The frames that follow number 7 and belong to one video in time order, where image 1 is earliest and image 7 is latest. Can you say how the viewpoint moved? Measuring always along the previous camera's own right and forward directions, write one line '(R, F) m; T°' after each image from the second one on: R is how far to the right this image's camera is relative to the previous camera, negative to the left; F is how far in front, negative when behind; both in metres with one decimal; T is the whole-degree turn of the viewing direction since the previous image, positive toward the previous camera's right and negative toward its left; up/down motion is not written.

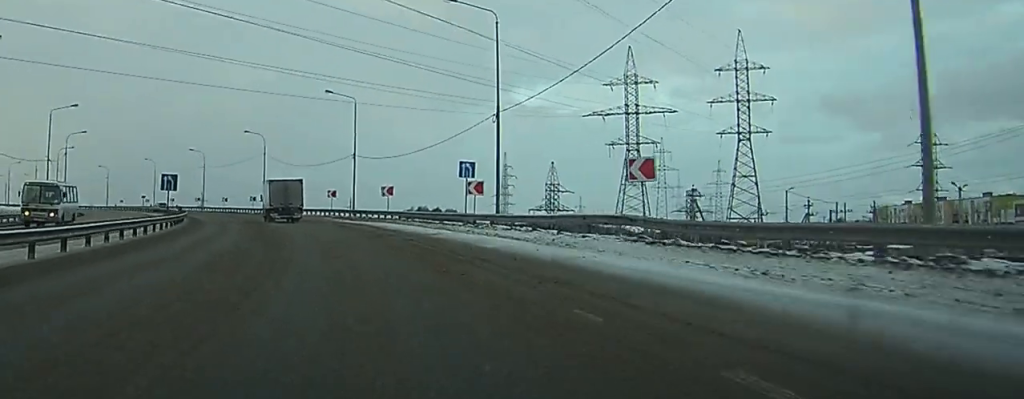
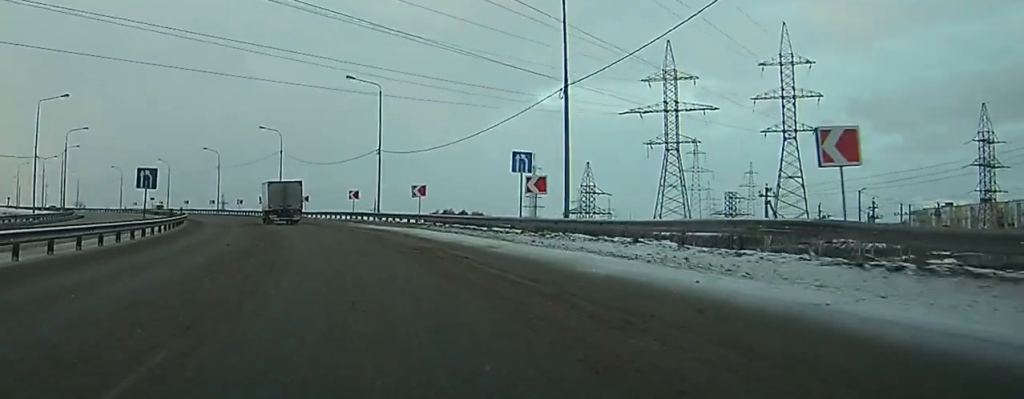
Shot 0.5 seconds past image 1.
(-0.2, +9.8) m; -2°
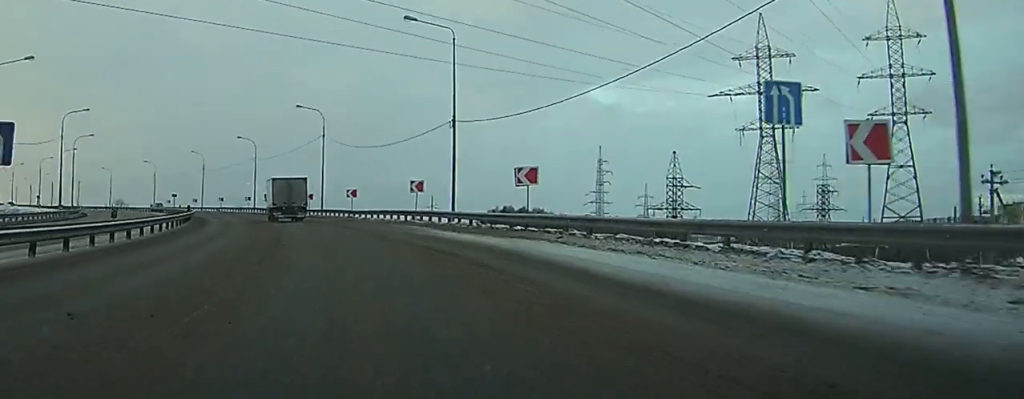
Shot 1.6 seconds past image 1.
(-0.7, +20.5) m; -6°
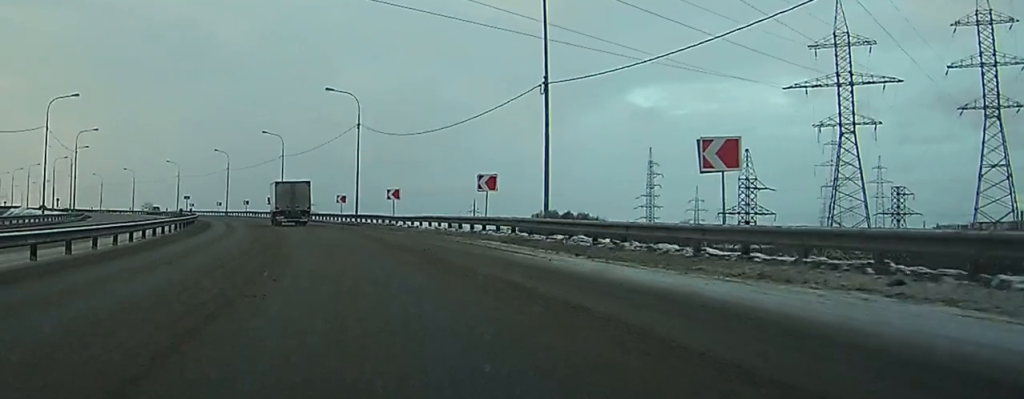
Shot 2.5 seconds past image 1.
(-0.9, +15.6) m; -3°
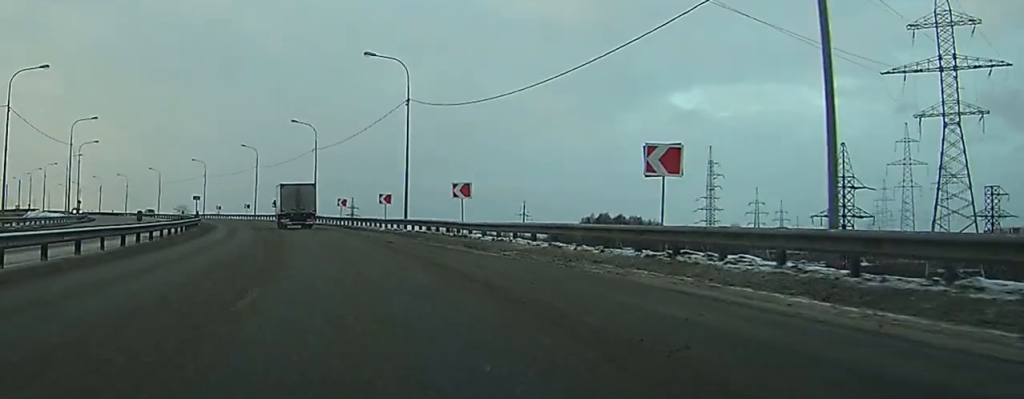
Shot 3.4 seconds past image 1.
(-0.2, +17.8) m; -1°
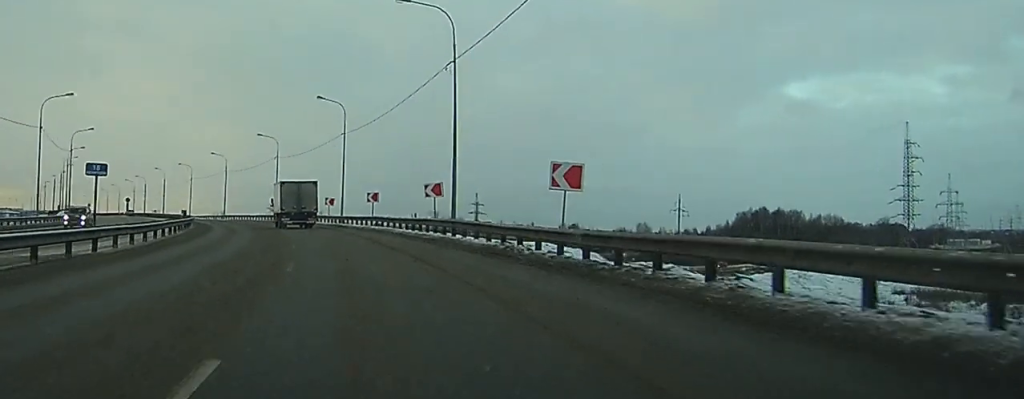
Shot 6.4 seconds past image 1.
(-3.5, +54.2) m; -9°
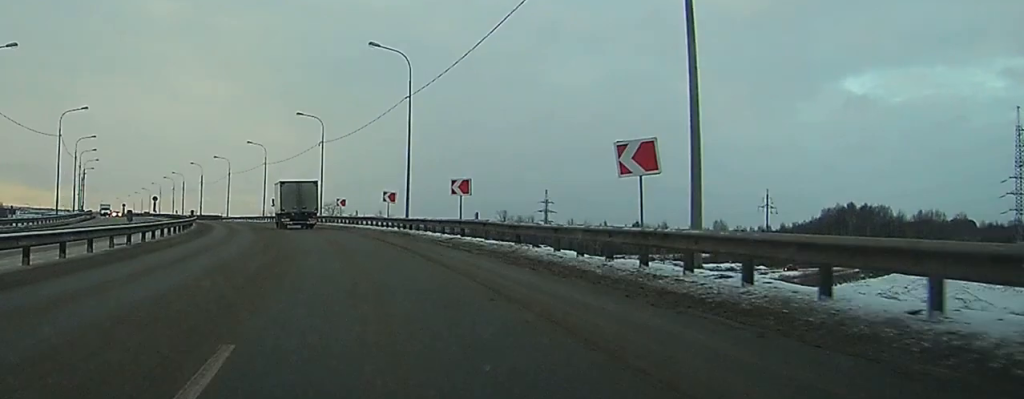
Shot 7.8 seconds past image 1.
(-0.8, +24.6) m; -5°
